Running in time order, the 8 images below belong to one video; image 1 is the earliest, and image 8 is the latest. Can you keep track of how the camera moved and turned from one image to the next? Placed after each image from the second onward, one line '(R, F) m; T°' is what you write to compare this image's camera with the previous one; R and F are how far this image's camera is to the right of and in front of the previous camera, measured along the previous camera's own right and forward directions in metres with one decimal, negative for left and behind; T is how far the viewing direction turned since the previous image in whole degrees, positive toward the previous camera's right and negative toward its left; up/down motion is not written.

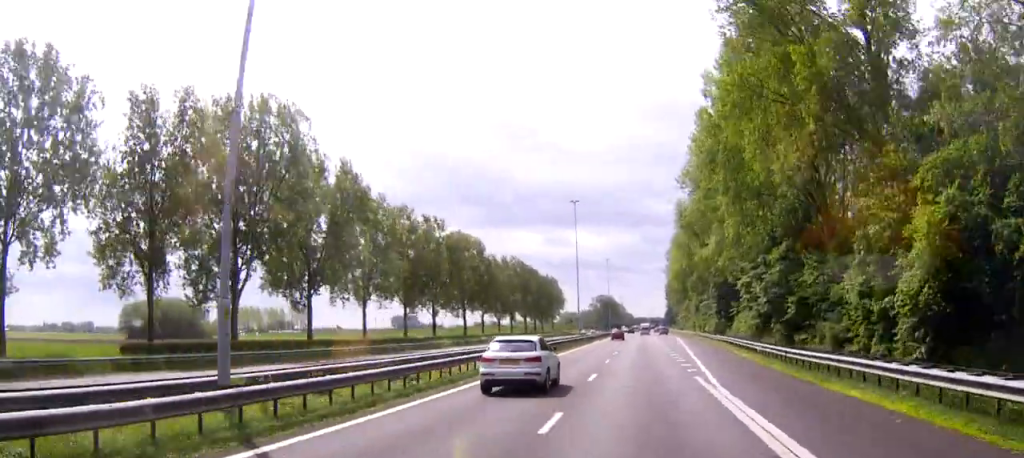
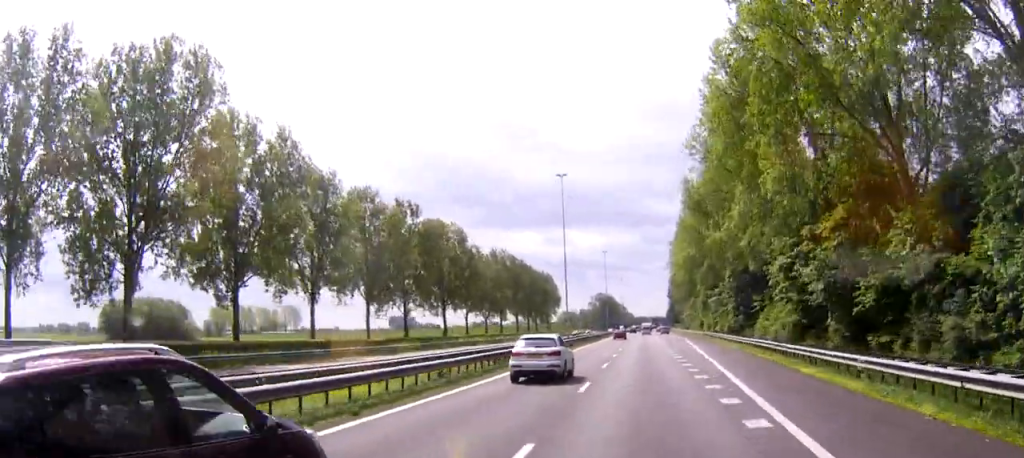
(0.0, +15.9) m; 0°
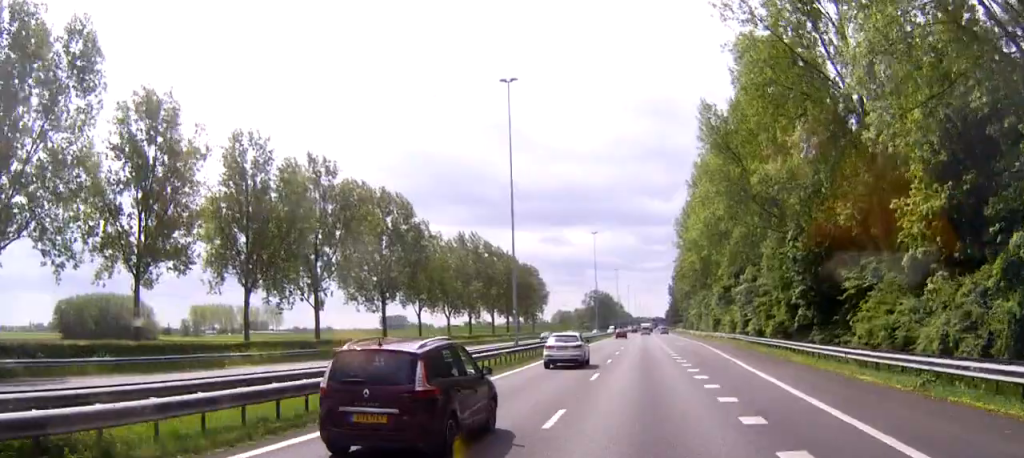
(+0.3, +31.0) m; +1°
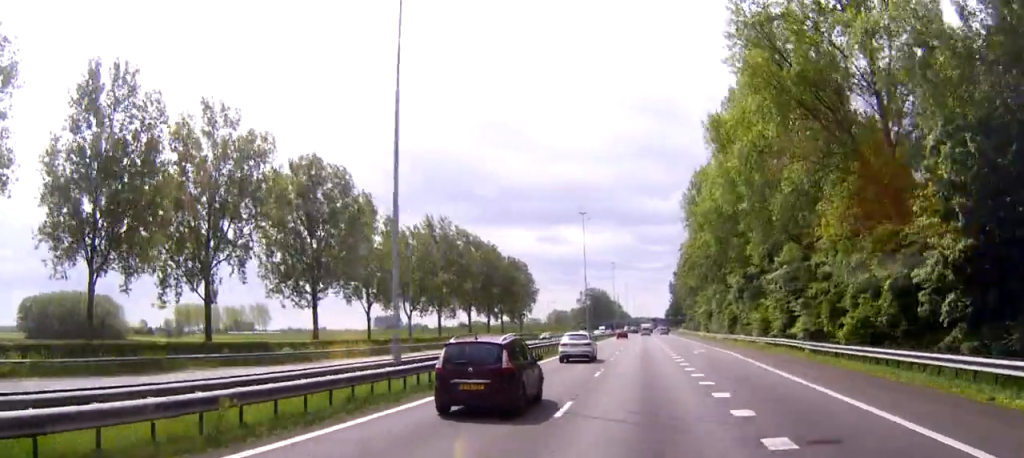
(0.0, +22.4) m; 0°
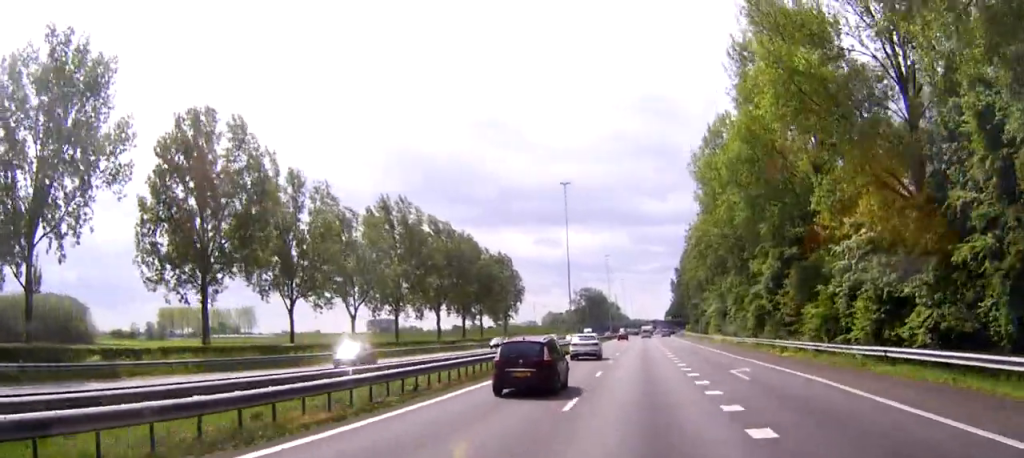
(0.0, +22.3) m; 0°
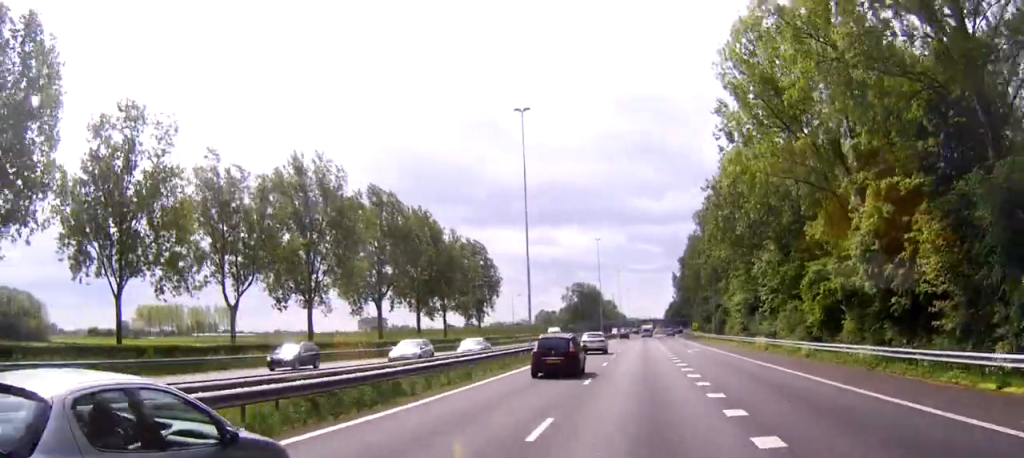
(+0.1, +28.8) m; 0°
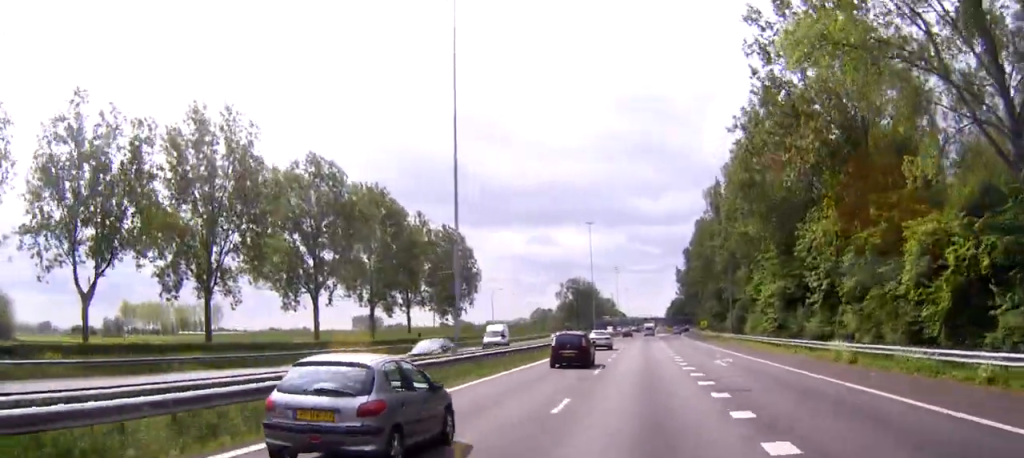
(-0.1, +21.0) m; -1°
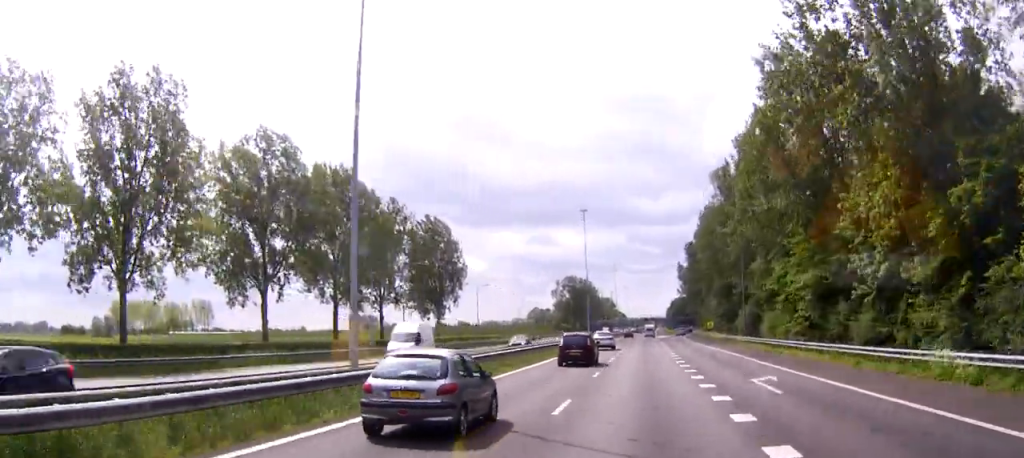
(0.0, +12.1) m; 0°
